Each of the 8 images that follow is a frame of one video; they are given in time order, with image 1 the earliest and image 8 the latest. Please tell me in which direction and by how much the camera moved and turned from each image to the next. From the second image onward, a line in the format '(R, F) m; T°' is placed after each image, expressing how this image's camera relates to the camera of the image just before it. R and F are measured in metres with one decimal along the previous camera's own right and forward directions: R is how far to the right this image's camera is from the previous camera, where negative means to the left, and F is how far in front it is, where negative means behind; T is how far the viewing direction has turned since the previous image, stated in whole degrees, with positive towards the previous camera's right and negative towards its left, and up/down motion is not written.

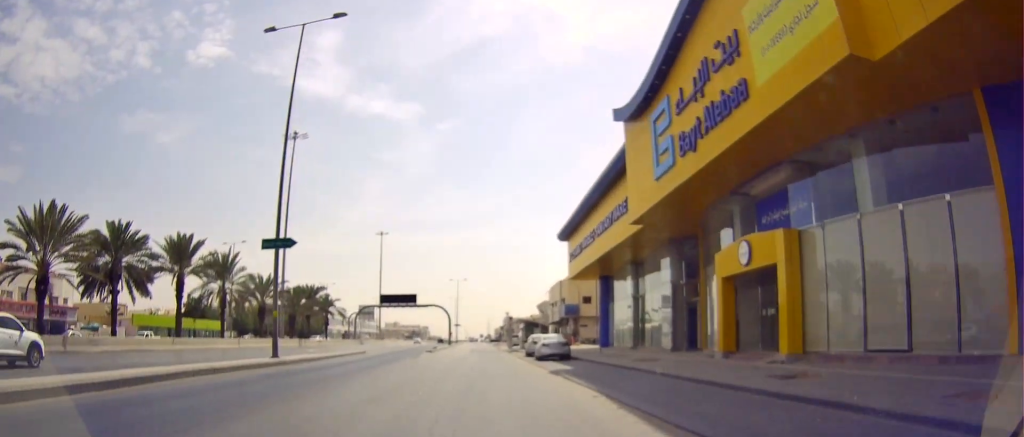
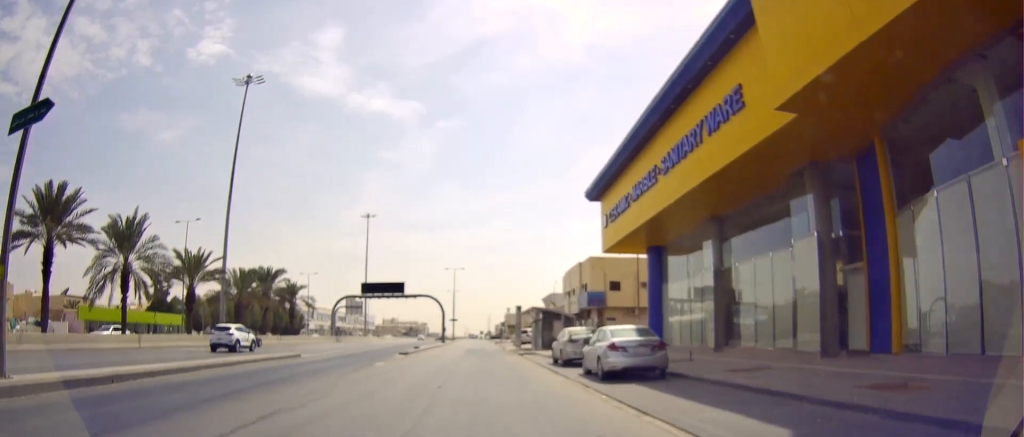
(+0.4, +16.5) m; 0°
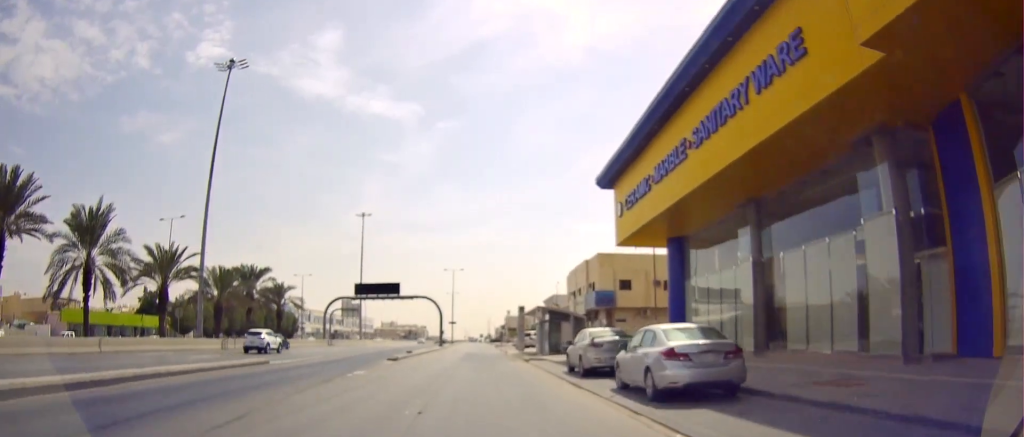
(0.0, +4.6) m; 0°
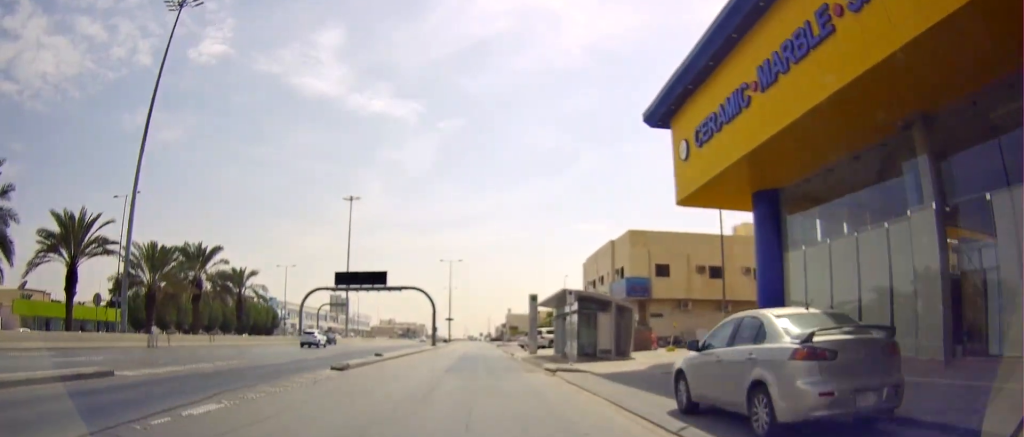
(+0.3, +12.1) m; +3°
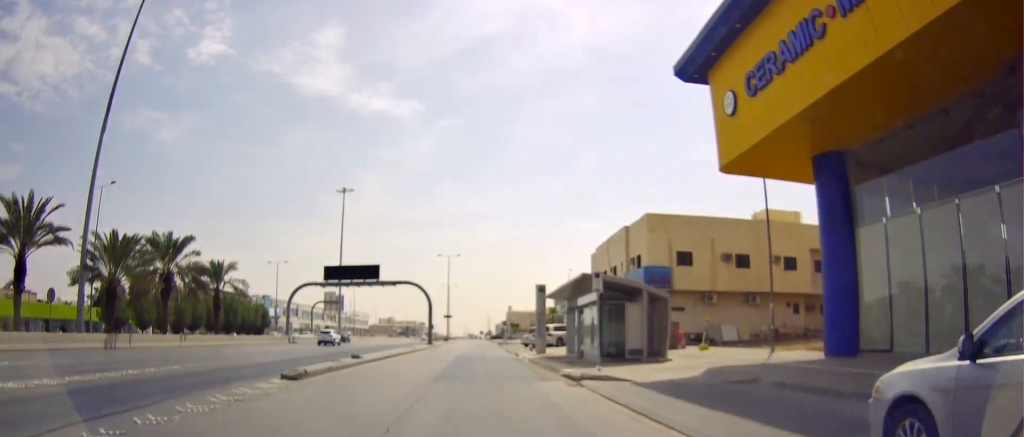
(+0.3, +5.3) m; 0°
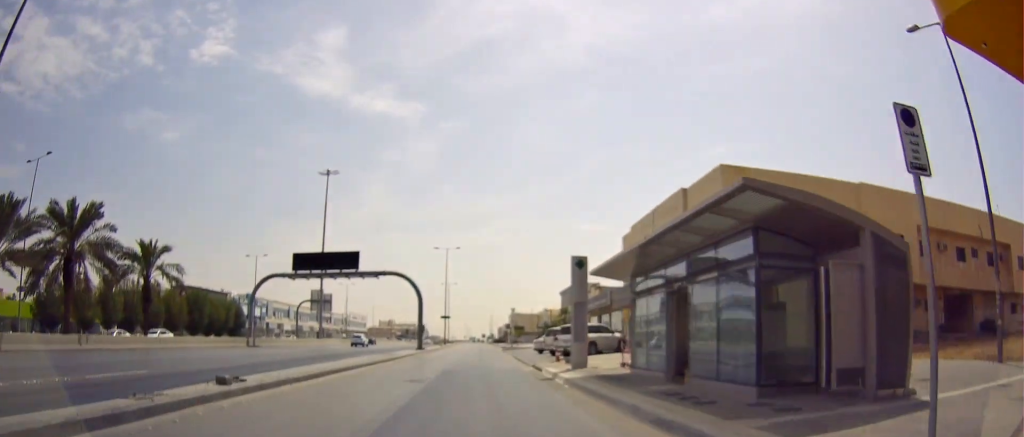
(-0.5, +13.3) m; -3°
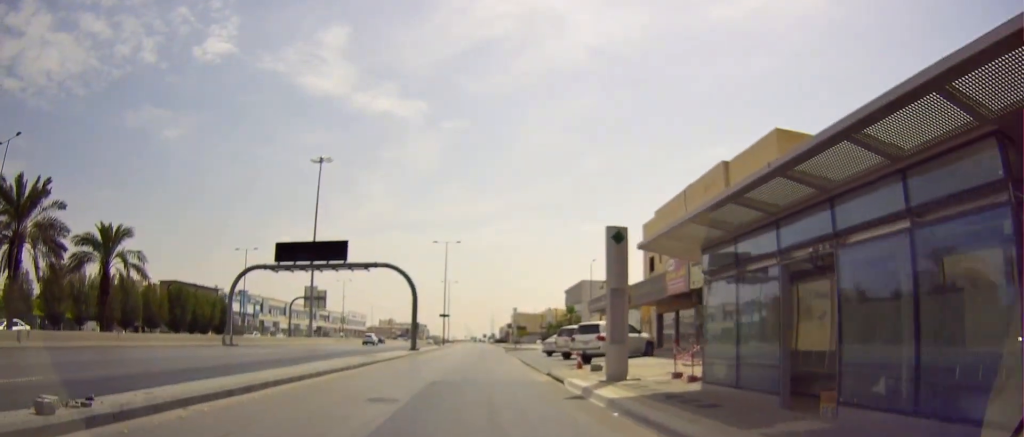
(0.0, +5.9) m; +1°
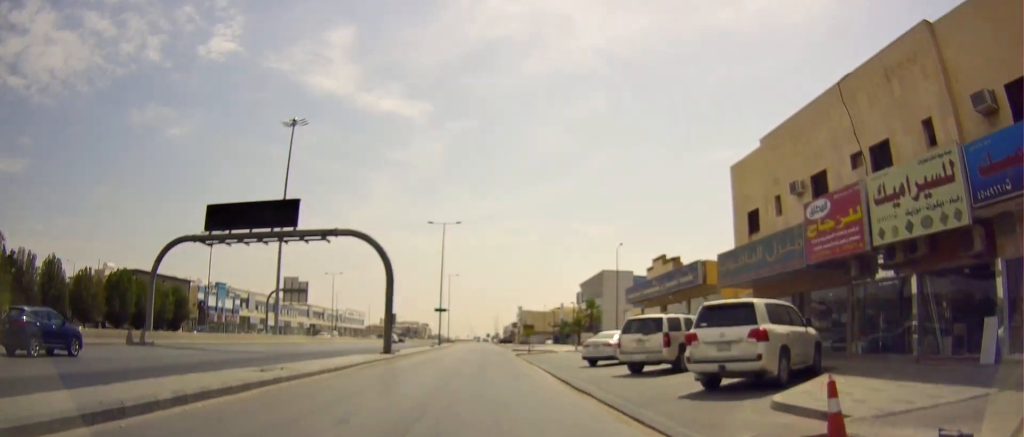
(+0.3, +15.4) m; +1°
